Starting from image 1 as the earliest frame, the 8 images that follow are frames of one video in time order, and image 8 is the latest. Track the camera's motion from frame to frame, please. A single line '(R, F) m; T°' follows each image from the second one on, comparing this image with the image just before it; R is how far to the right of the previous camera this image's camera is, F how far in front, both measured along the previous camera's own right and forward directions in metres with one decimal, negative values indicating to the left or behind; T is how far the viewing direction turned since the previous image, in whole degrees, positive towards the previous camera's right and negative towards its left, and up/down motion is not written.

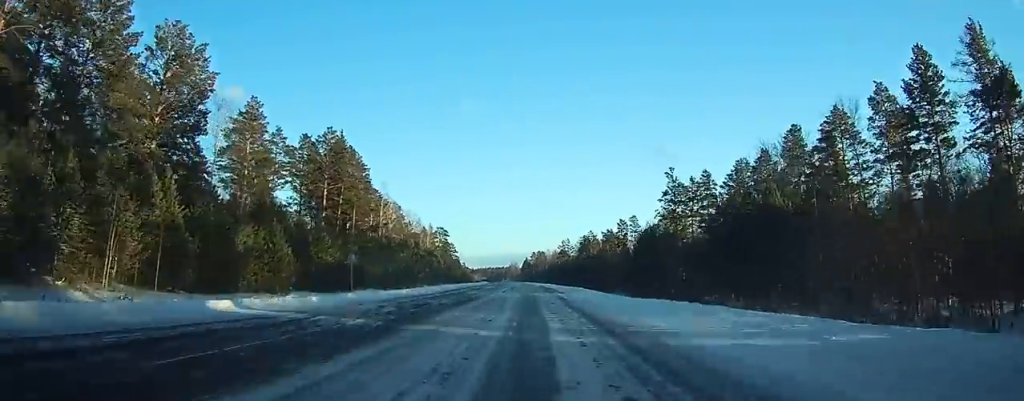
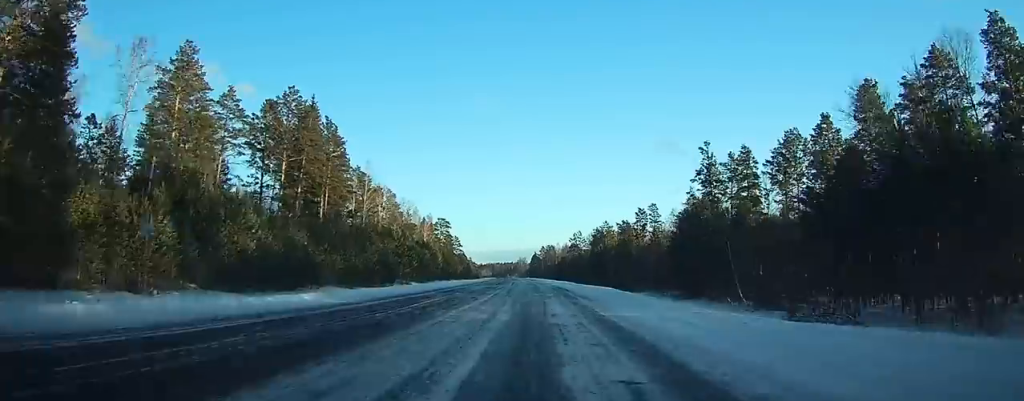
(-0.4, +21.0) m; -1°
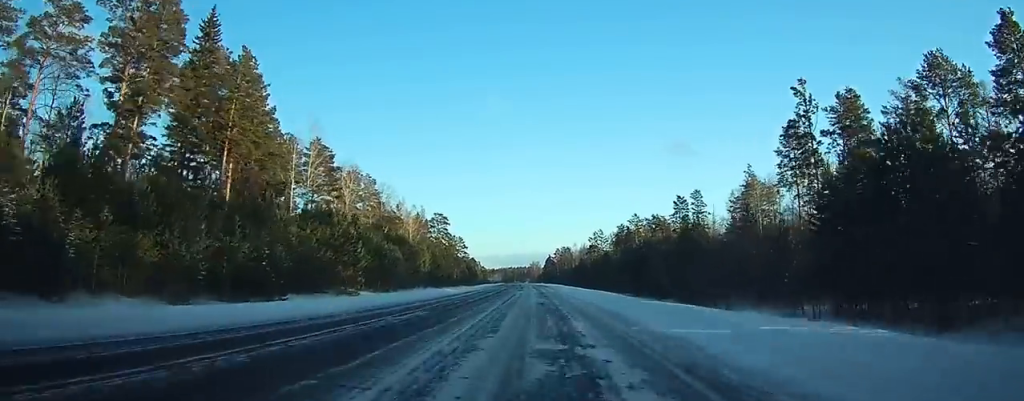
(-0.8, +37.9) m; -1°
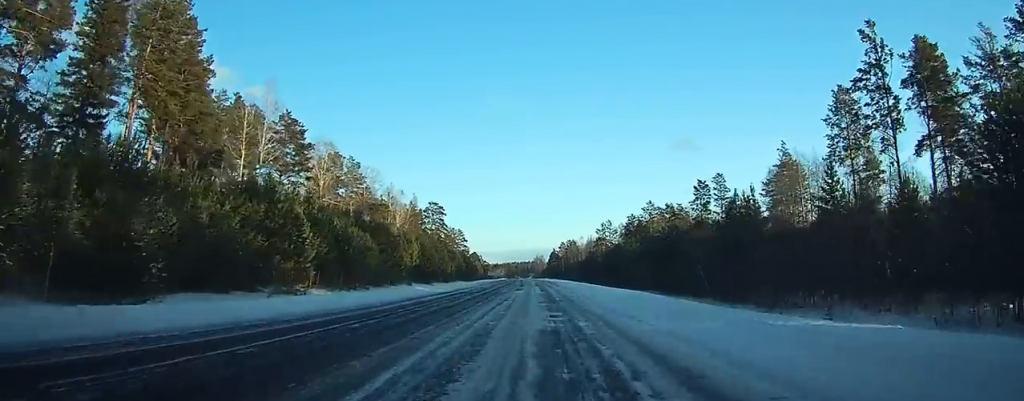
(-0.3, +16.9) m; 0°
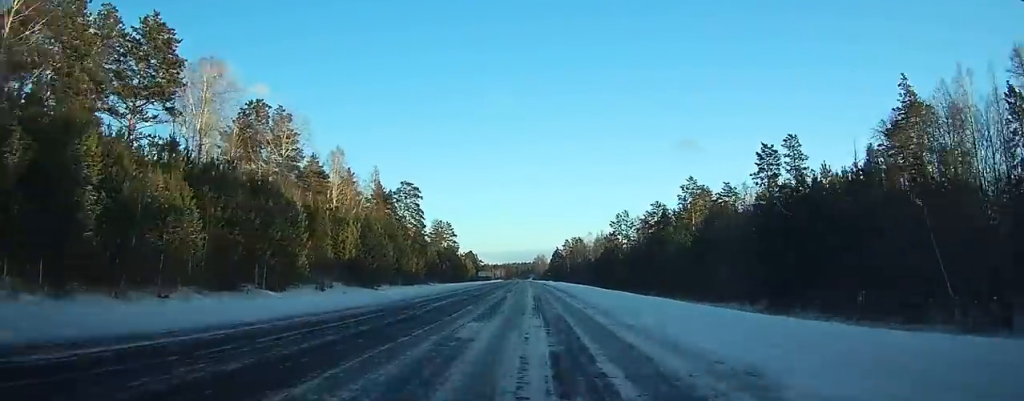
(+0.3, +41.0) m; 0°
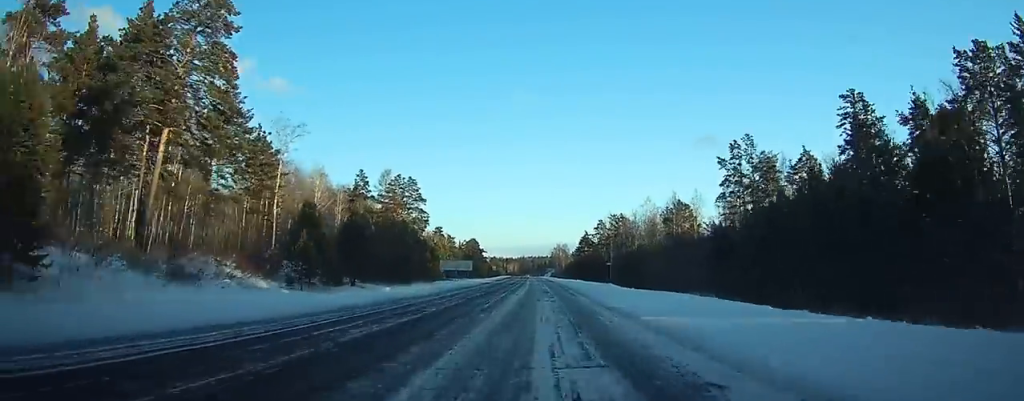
(-3.4, +102.0) m; -4°
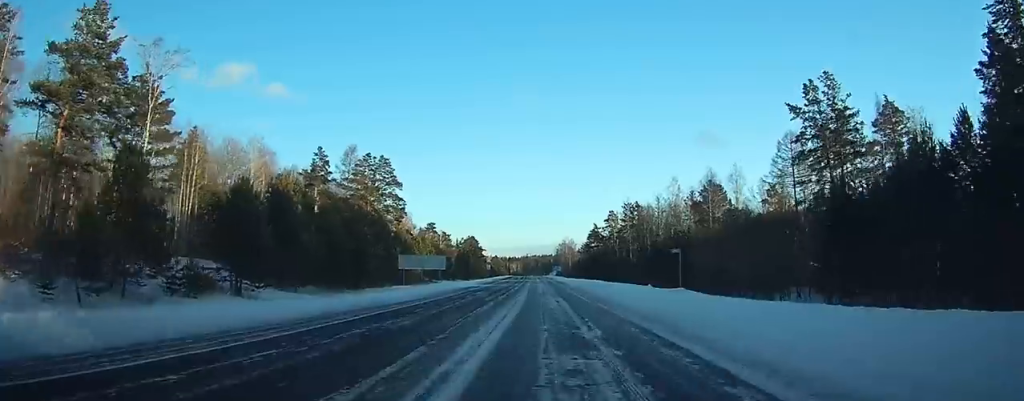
(+0.1, +28.2) m; 0°
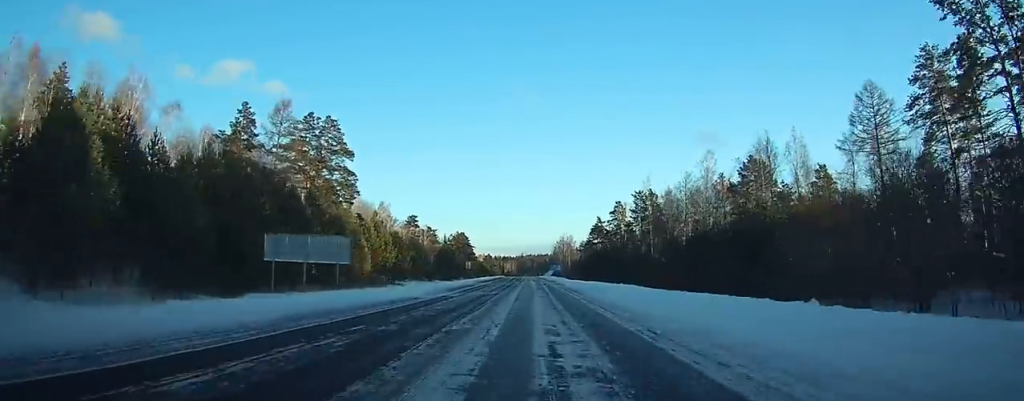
(+0.1, +29.3) m; 0°
